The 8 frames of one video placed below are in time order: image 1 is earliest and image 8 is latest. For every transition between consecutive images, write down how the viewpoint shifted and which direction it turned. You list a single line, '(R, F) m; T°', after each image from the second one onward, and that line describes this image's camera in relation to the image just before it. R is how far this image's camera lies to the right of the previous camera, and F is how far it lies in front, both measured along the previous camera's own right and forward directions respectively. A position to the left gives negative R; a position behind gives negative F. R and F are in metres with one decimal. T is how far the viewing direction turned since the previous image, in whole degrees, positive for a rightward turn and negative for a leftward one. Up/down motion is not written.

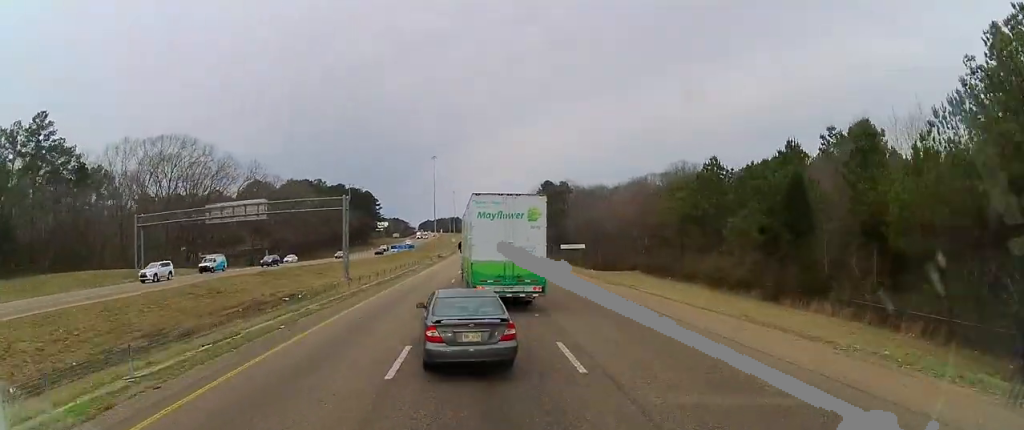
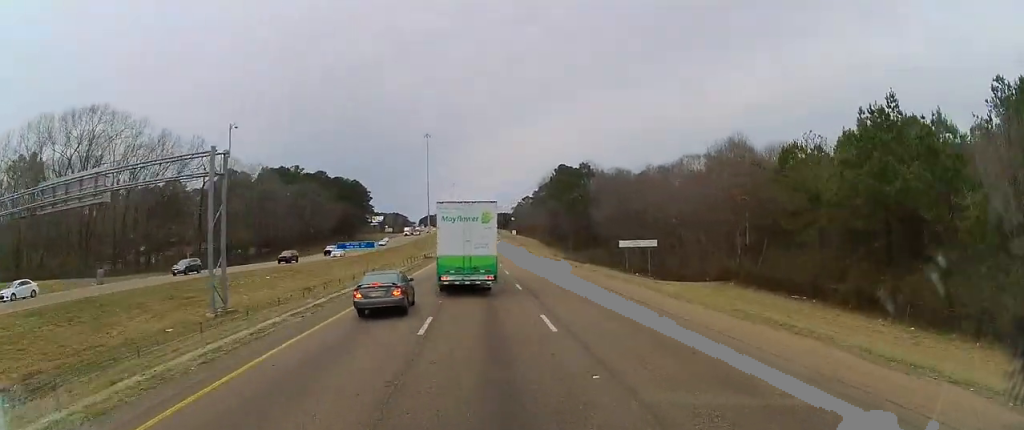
(0.0, +32.6) m; 0°
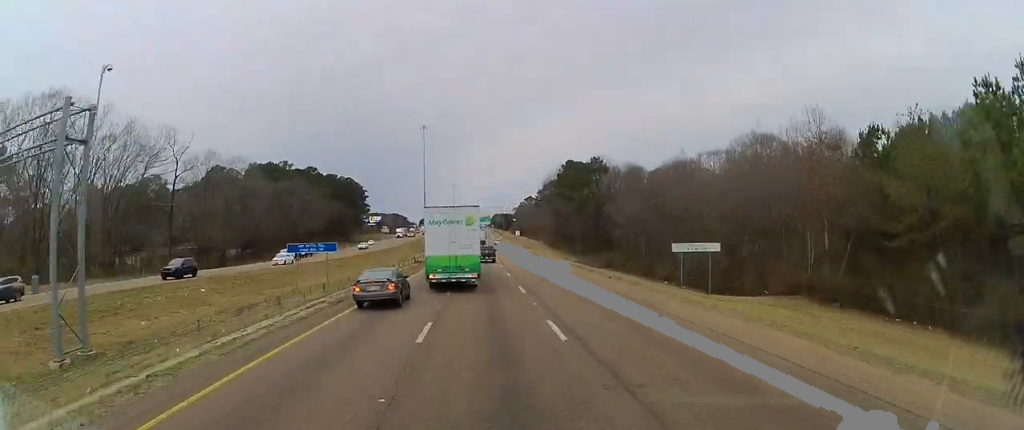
(0.0, +13.5) m; -1°
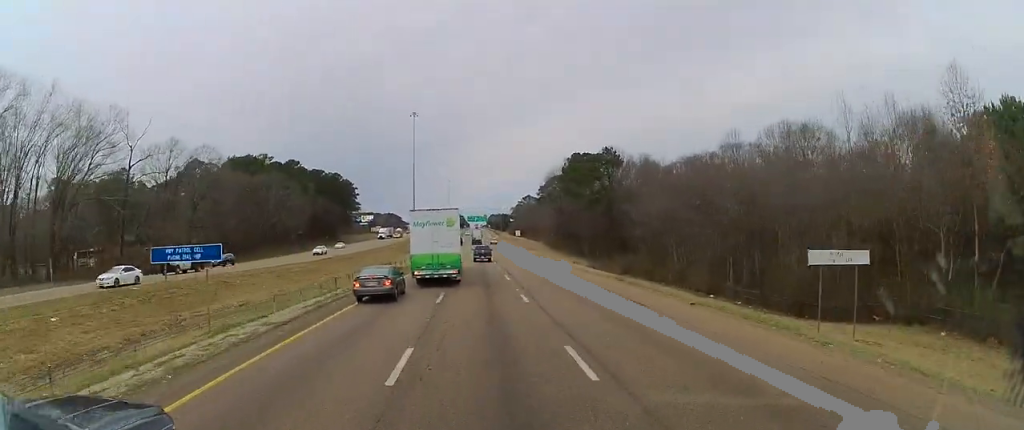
(+0.1, +16.3) m; -1°
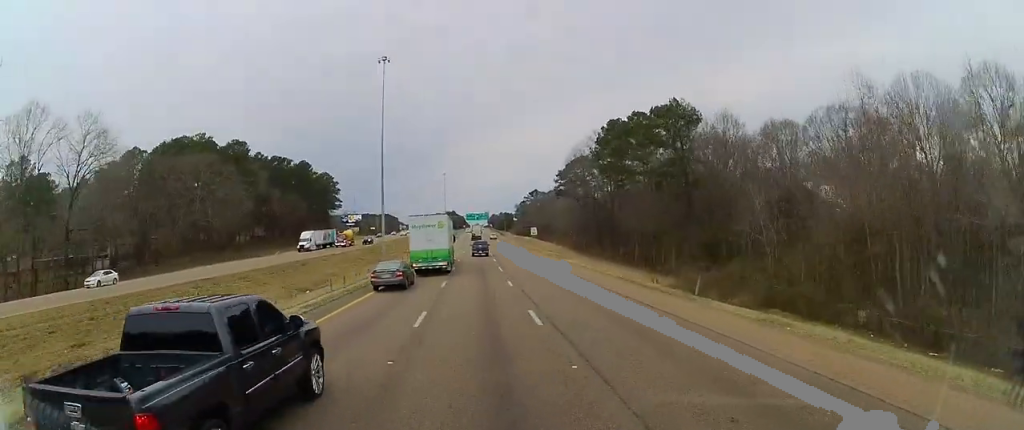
(+0.4, +42.8) m; +2°
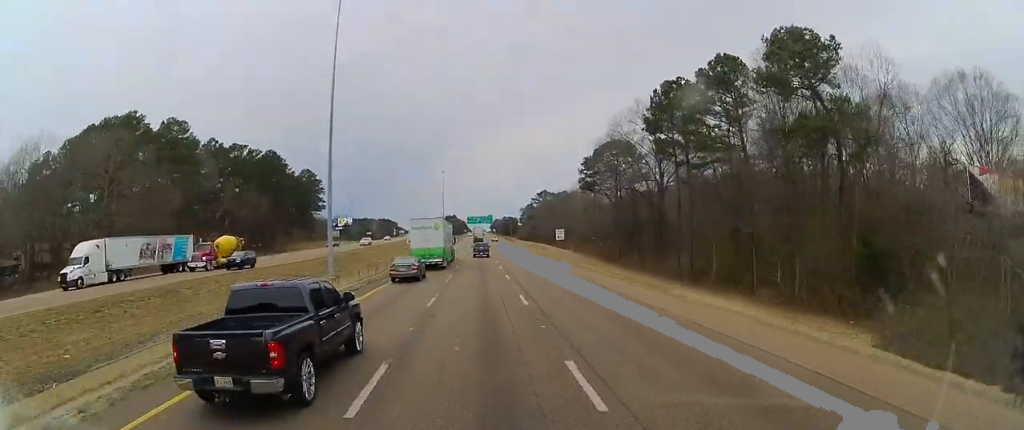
(+0.2, +32.0) m; 0°
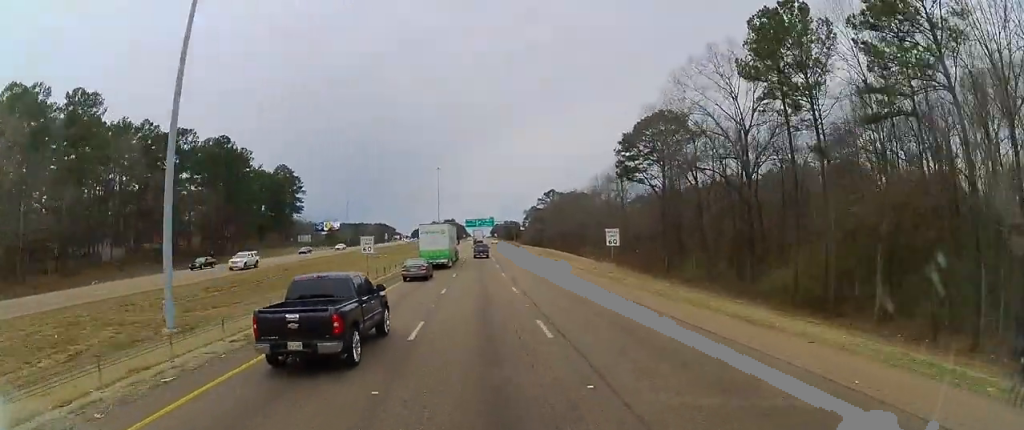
(-0.1, +29.9) m; +1°
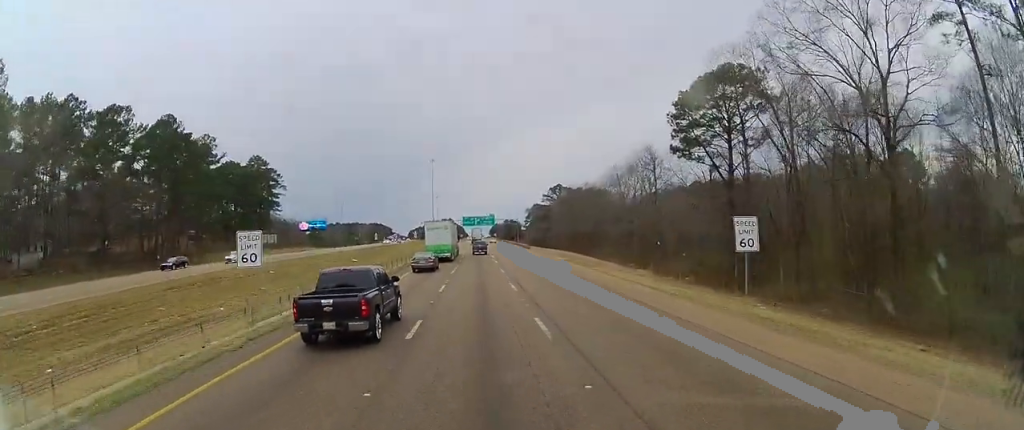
(+0.4, +24.3) m; +1°
